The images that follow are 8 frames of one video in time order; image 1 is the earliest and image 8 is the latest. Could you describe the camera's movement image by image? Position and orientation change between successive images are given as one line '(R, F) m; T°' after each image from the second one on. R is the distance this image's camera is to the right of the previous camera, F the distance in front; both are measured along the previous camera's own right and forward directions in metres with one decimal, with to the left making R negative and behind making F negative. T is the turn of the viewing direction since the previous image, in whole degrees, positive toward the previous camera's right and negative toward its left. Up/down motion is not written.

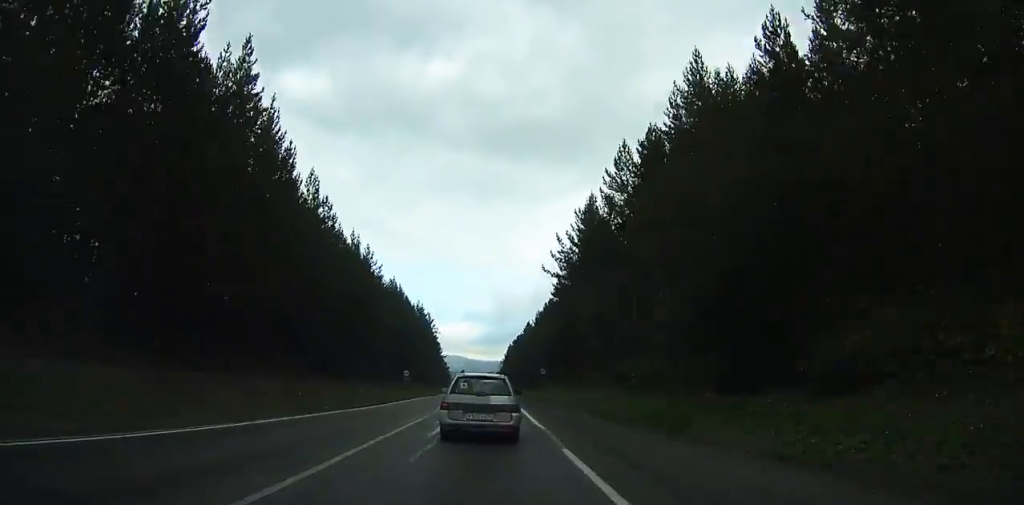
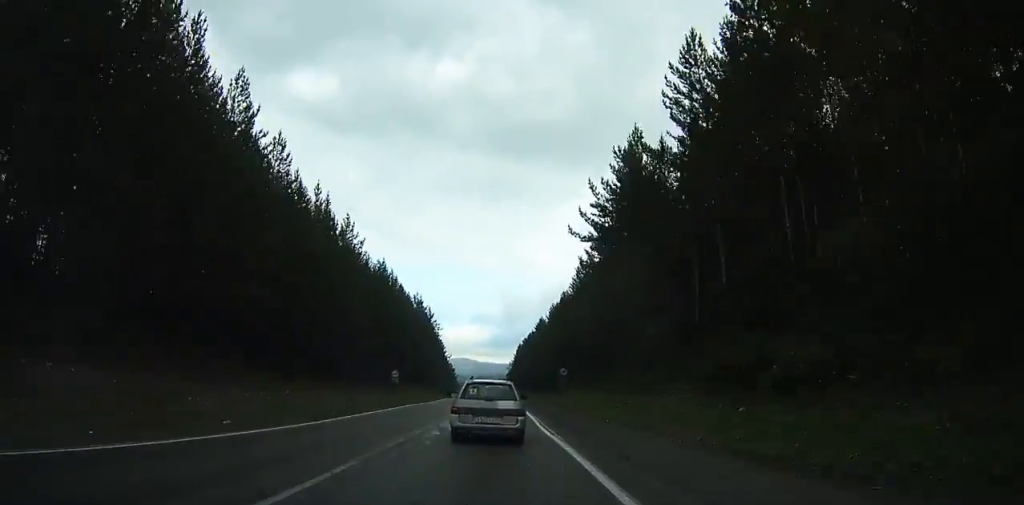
(-0.1, +14.9) m; 0°
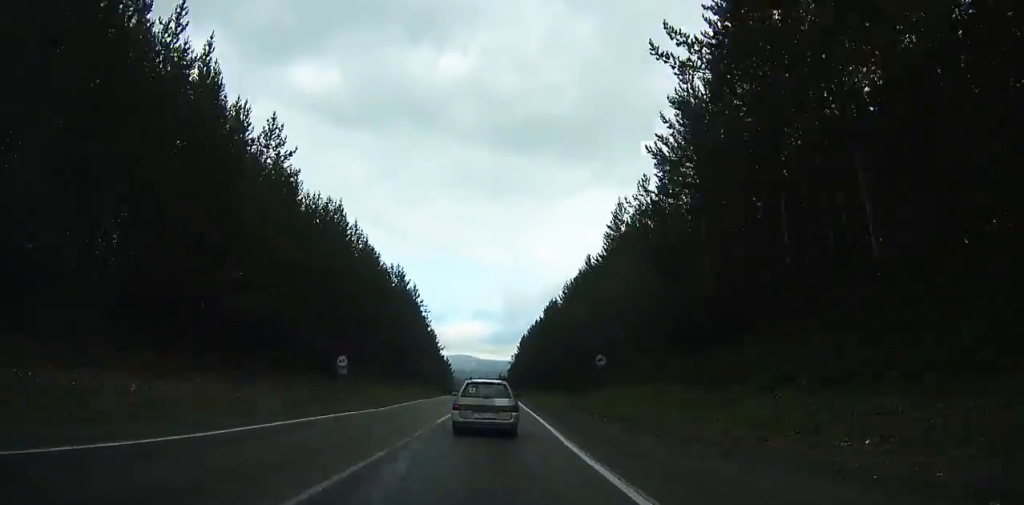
(+0.1, +21.9) m; 0°
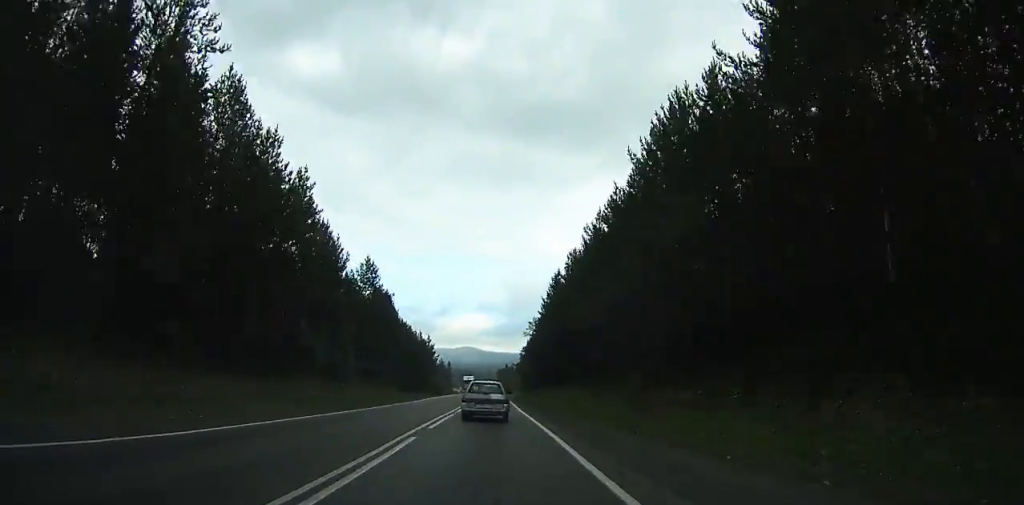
(-1.0, +70.3) m; -2°
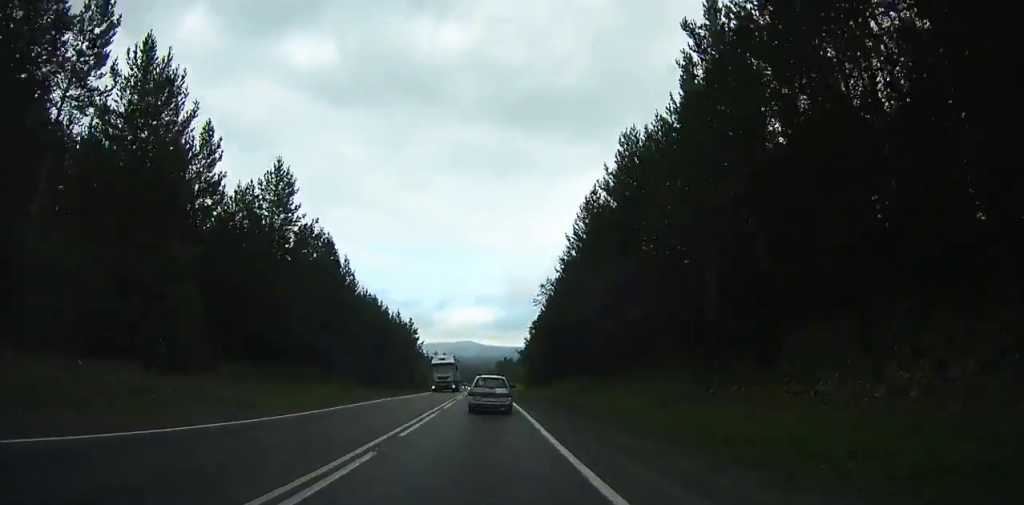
(0.0, +26.0) m; -1°
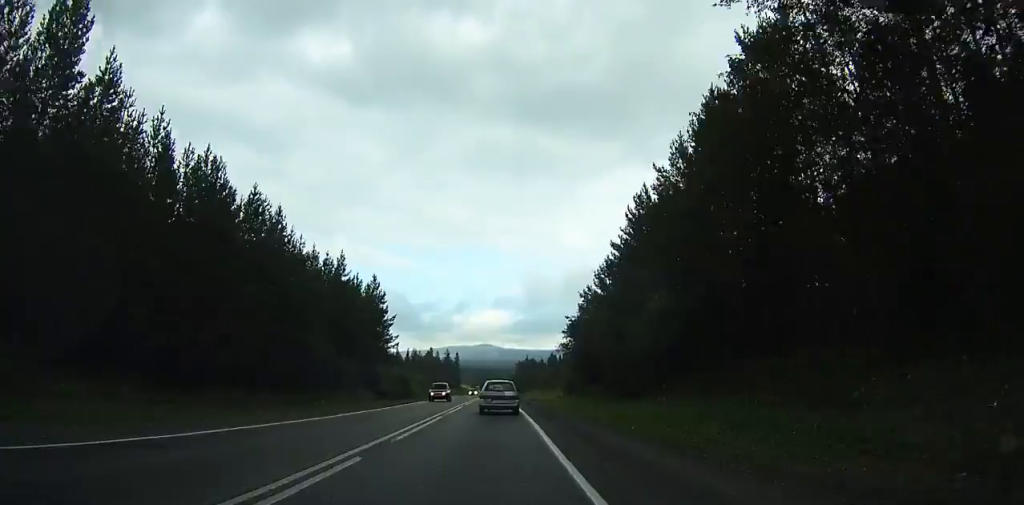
(-0.4, +46.4) m; -1°
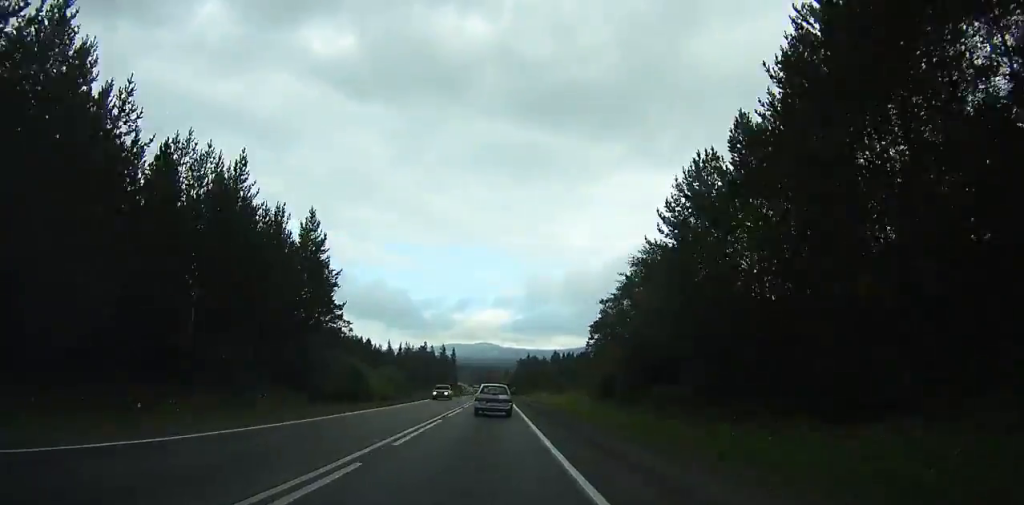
(-0.2, +24.3) m; 0°
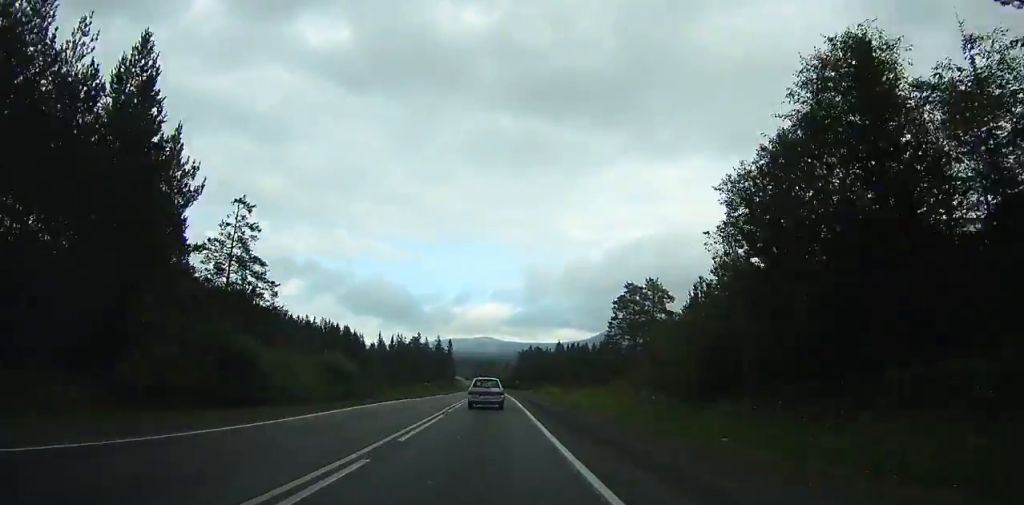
(-0.1, +22.9) m; 0°
